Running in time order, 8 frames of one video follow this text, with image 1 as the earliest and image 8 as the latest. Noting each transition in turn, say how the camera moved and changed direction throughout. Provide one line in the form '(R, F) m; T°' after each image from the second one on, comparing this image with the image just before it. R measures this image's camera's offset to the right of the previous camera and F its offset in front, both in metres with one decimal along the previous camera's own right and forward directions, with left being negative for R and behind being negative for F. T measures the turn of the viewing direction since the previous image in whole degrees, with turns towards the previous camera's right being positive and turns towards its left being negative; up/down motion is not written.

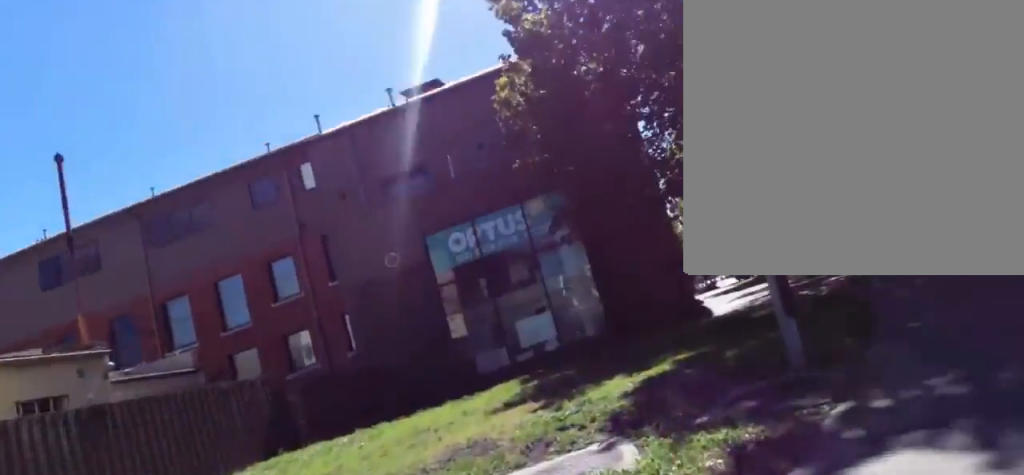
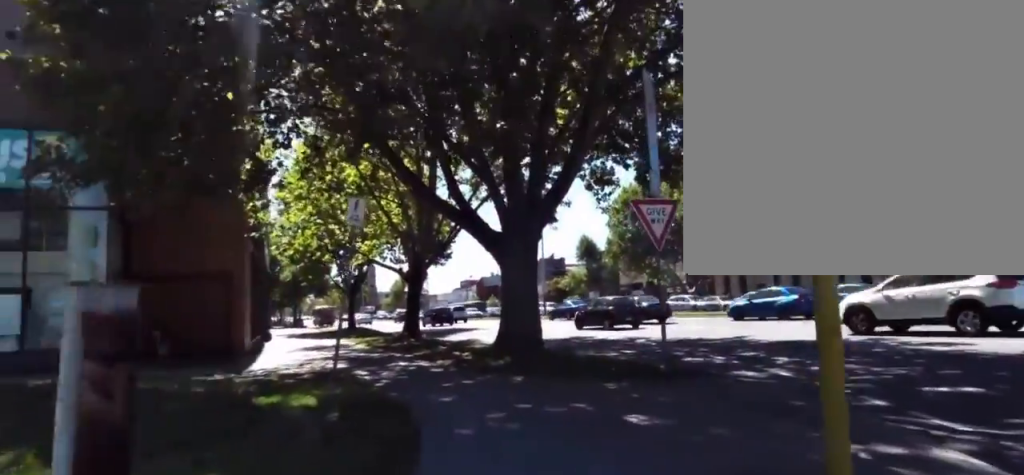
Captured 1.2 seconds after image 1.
(+2.2, +3.0) m; +53°
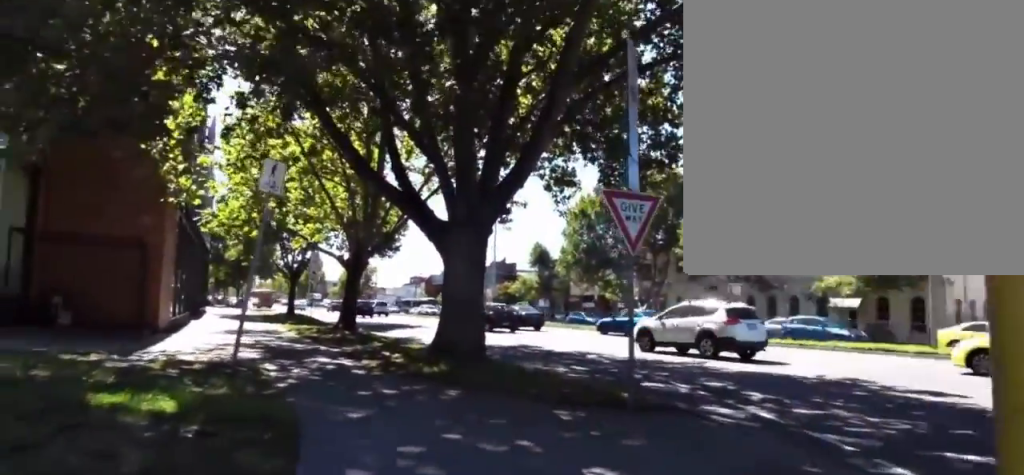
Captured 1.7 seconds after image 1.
(0.0, +1.6) m; +10°
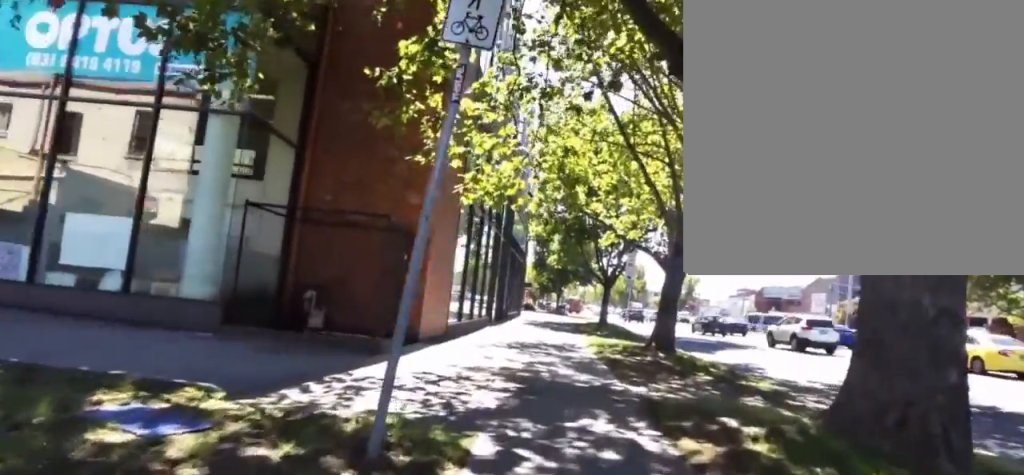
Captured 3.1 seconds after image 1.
(+0.5, +5.2) m; -9°
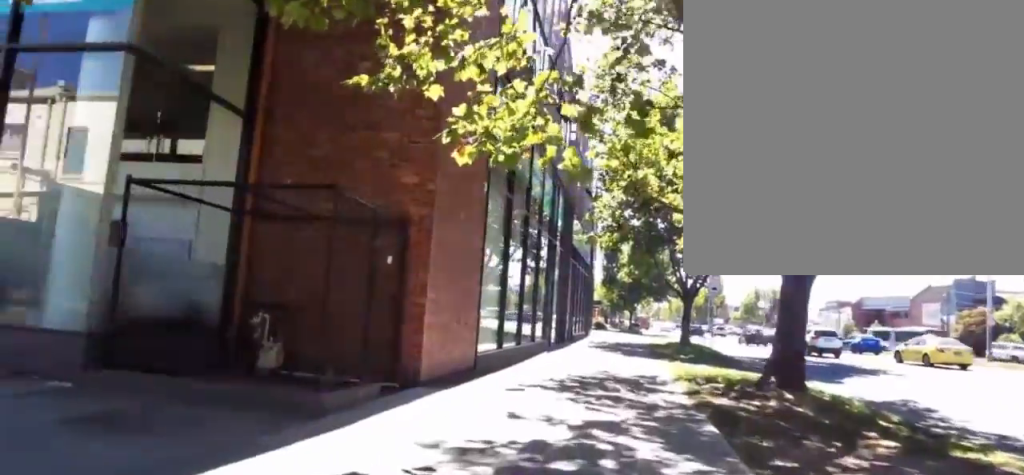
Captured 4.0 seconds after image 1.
(-0.7, +4.3) m; -4°
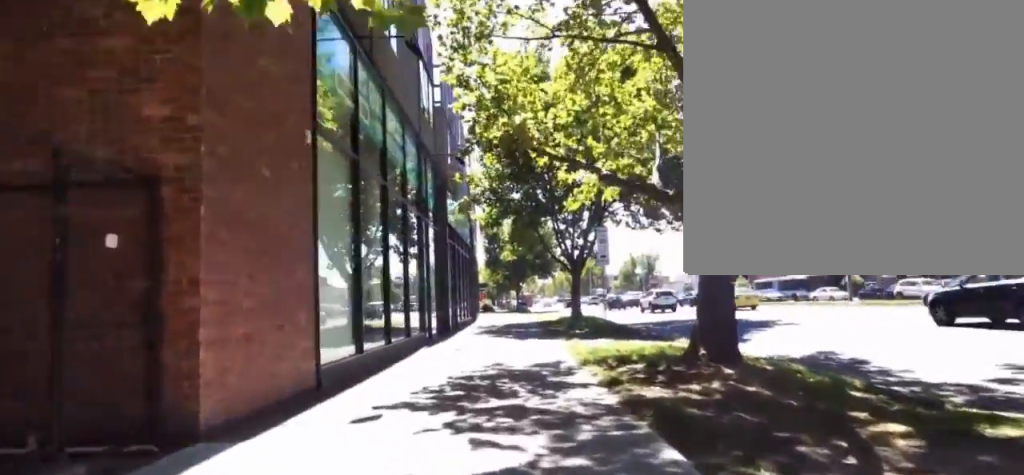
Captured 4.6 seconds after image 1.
(-0.3, +2.8) m; +7°
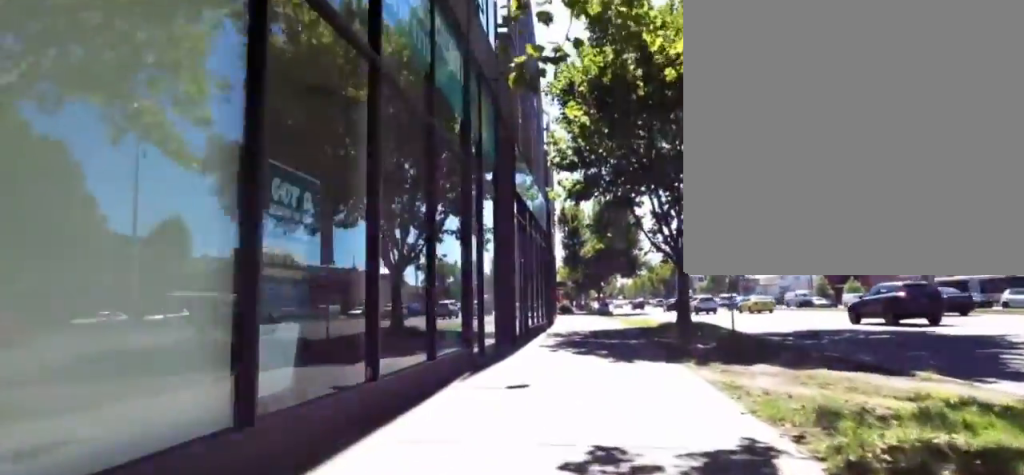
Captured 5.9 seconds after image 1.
(+0.2, +5.6) m; -18°
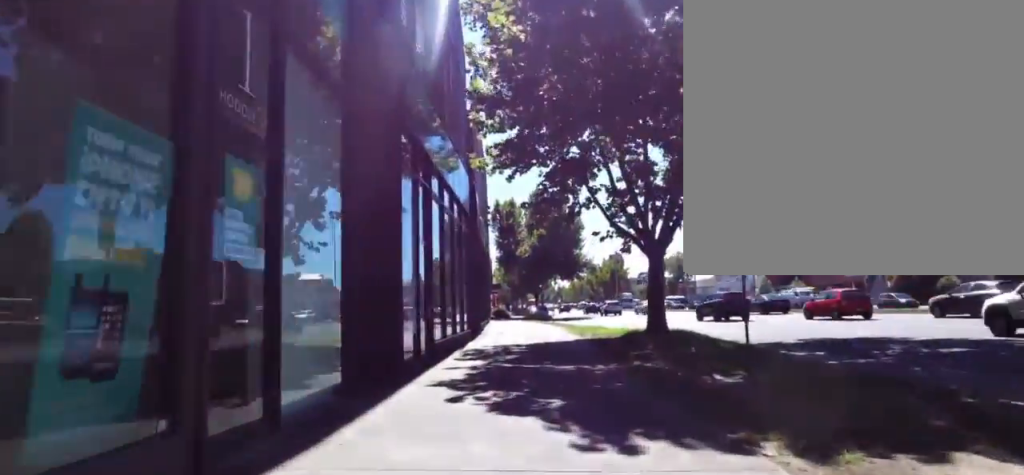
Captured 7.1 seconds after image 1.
(-1.5, +6.3) m; -11°
